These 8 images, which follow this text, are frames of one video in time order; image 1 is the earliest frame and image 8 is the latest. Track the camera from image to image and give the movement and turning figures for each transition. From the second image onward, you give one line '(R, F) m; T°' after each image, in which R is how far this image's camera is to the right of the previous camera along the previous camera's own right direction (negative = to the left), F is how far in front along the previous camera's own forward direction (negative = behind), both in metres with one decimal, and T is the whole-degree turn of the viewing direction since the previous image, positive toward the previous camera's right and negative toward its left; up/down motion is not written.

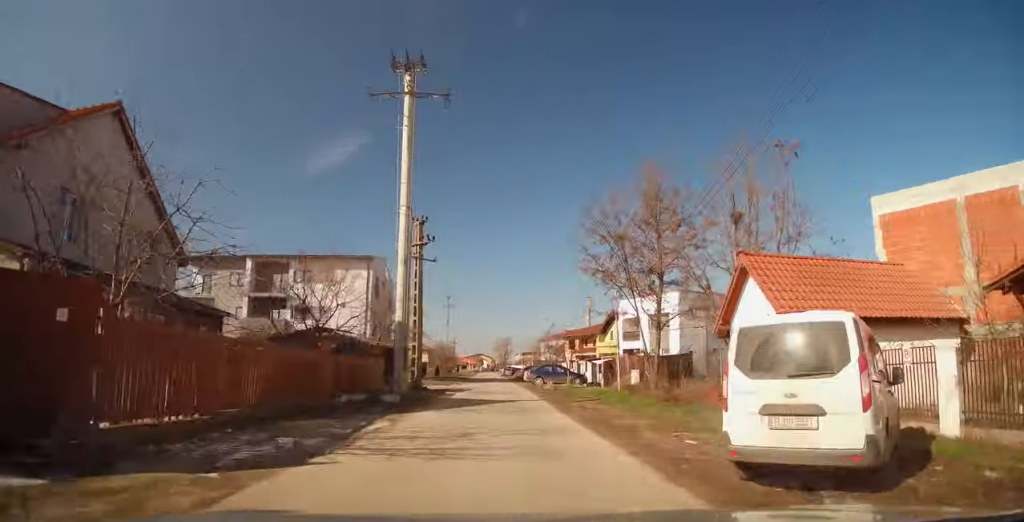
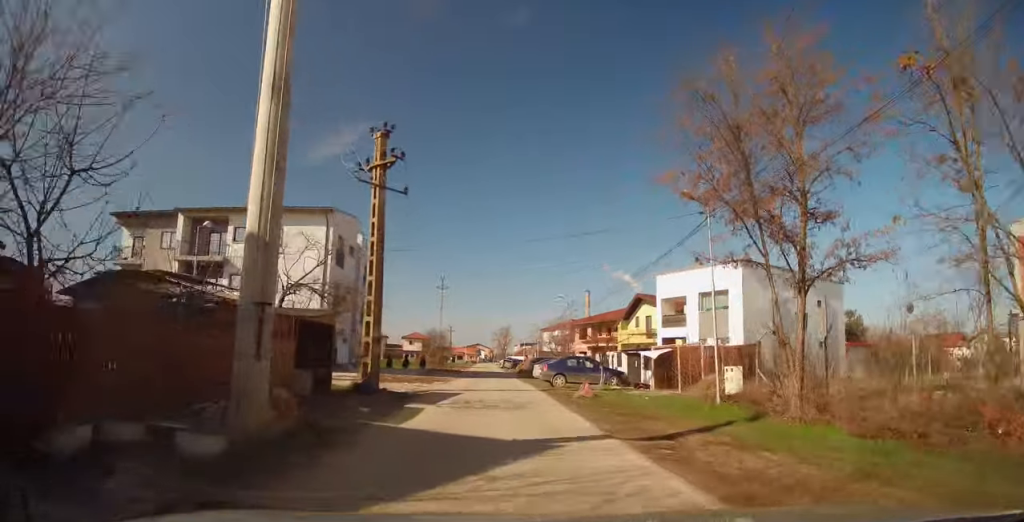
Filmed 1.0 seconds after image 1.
(+0.2, +11.2) m; +2°
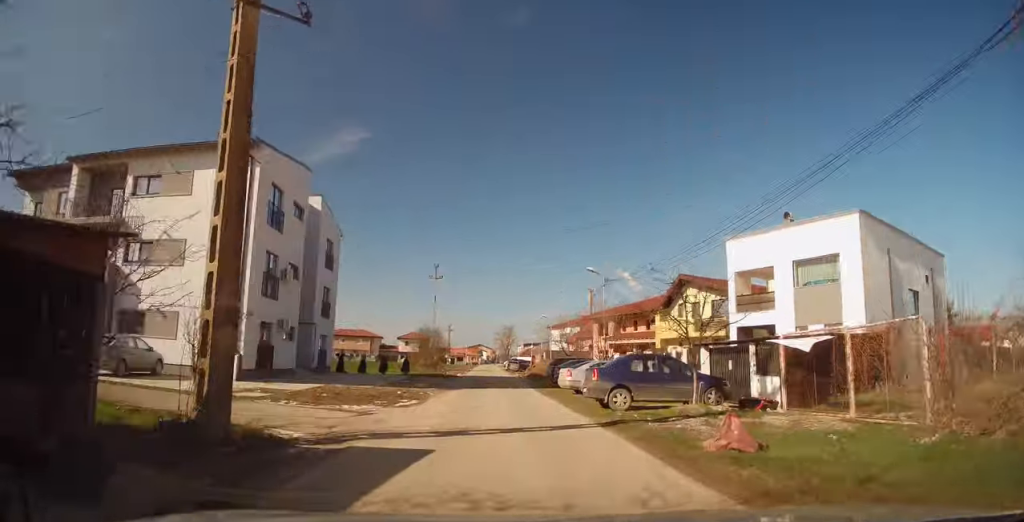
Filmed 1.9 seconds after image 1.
(+0.1, +11.4) m; +1°
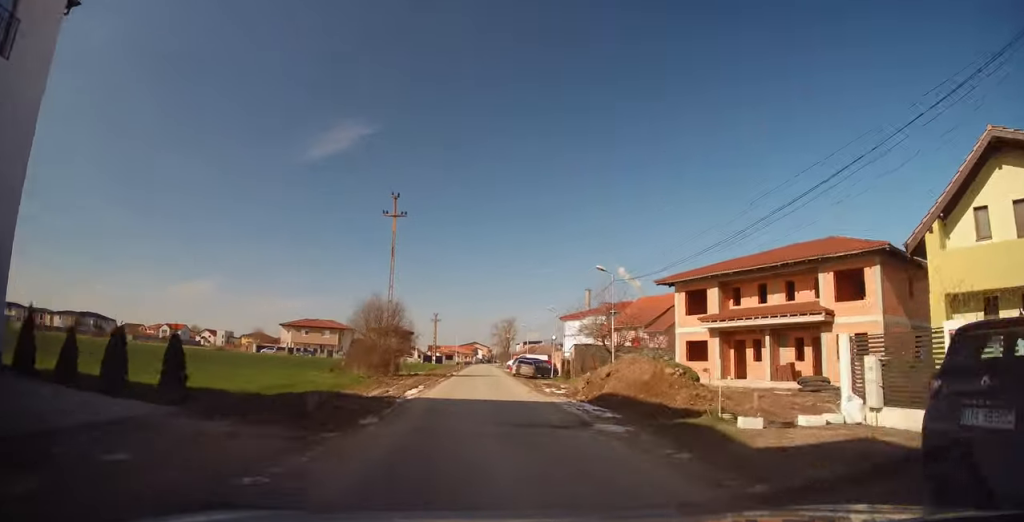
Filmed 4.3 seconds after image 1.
(-0.4, +28.2) m; -2°
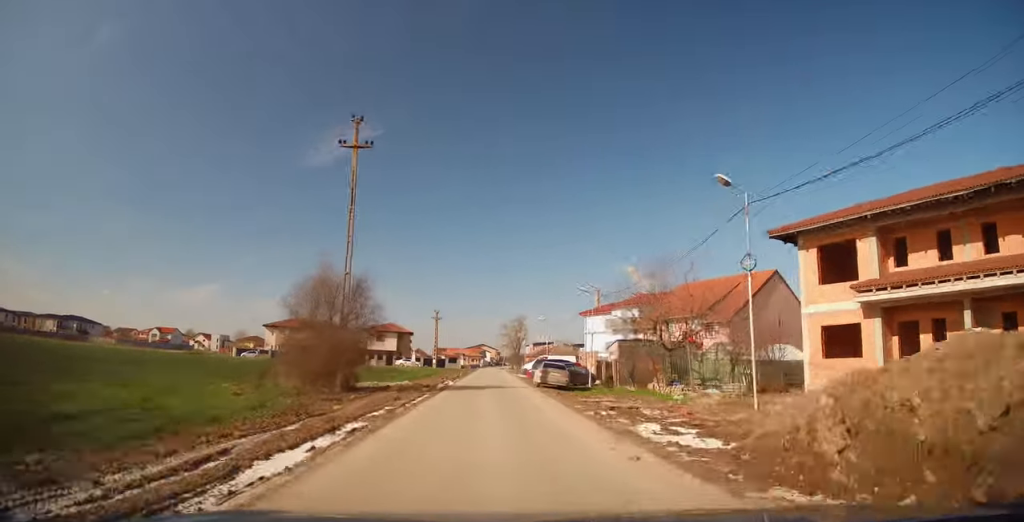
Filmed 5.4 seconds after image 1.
(-0.2, +13.4) m; -1°
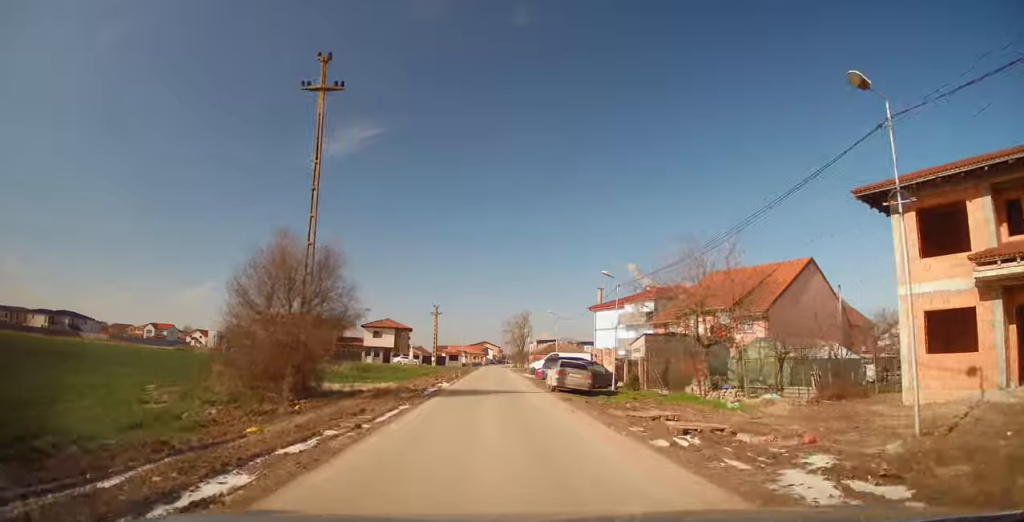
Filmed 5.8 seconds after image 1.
(0.0, +5.4) m; +1°
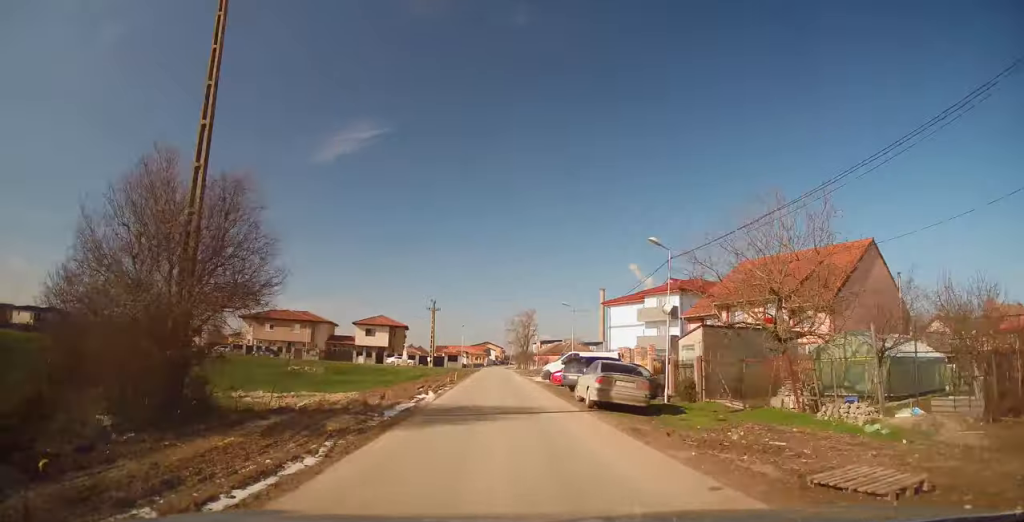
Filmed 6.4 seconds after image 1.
(-0.1, +7.6) m; +1°
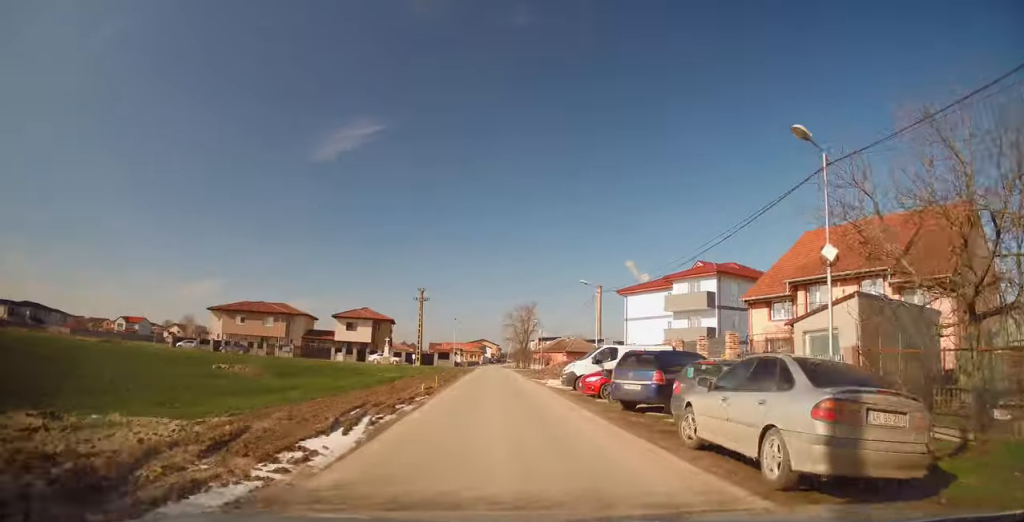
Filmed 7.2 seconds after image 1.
(+0.2, +10.0) m; +1°
